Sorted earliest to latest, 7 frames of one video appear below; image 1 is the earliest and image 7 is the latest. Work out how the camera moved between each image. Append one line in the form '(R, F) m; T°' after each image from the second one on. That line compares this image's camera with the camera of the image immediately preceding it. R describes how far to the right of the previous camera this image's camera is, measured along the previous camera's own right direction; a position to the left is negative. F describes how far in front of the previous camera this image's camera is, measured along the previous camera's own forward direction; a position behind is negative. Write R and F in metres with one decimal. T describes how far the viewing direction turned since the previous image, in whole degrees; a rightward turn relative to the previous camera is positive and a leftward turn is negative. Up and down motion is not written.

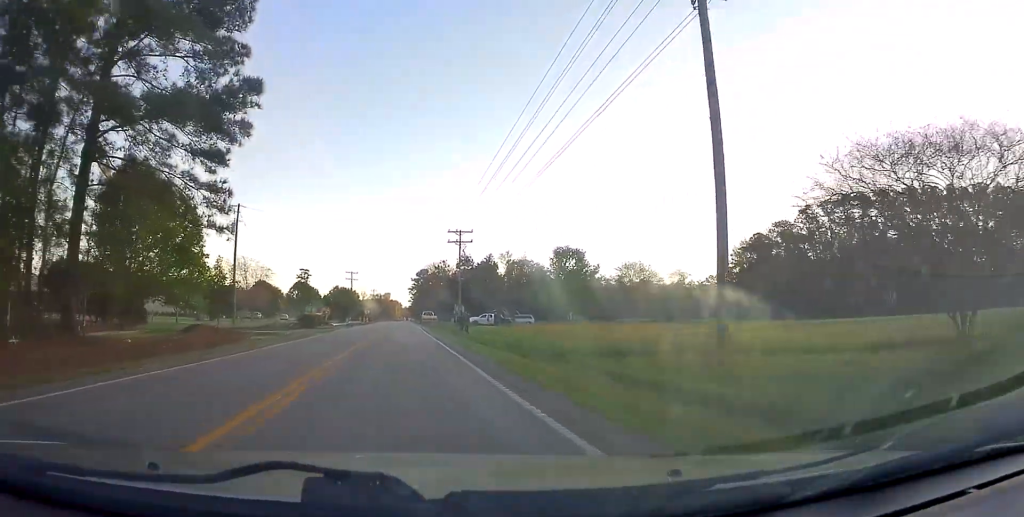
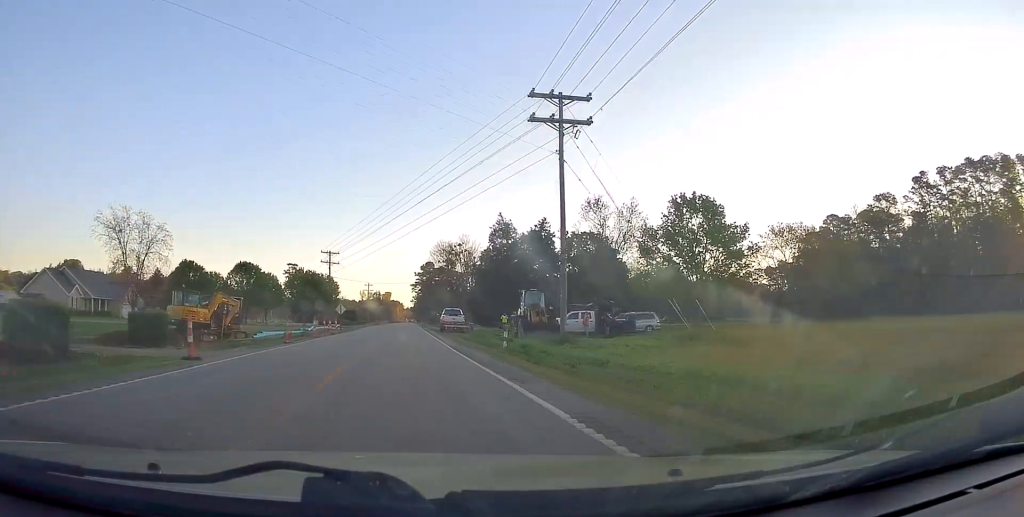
(-1.6, +44.0) m; -1°
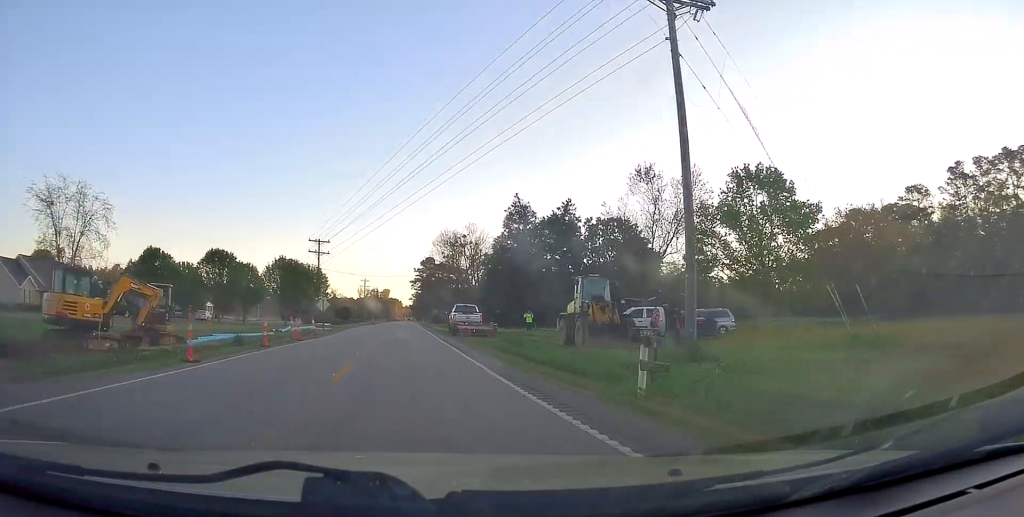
(+0.2, +11.5) m; +1°
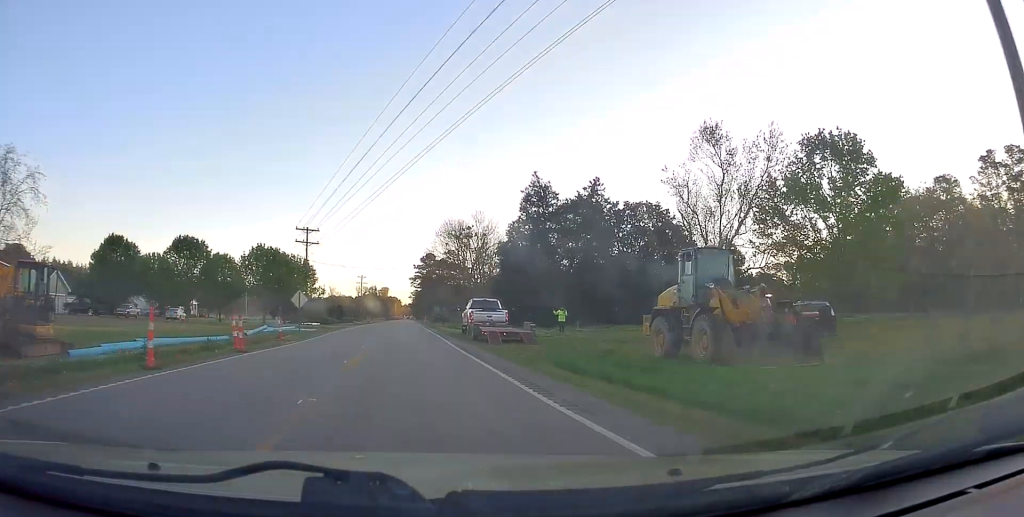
(+0.2, +9.7) m; 0°
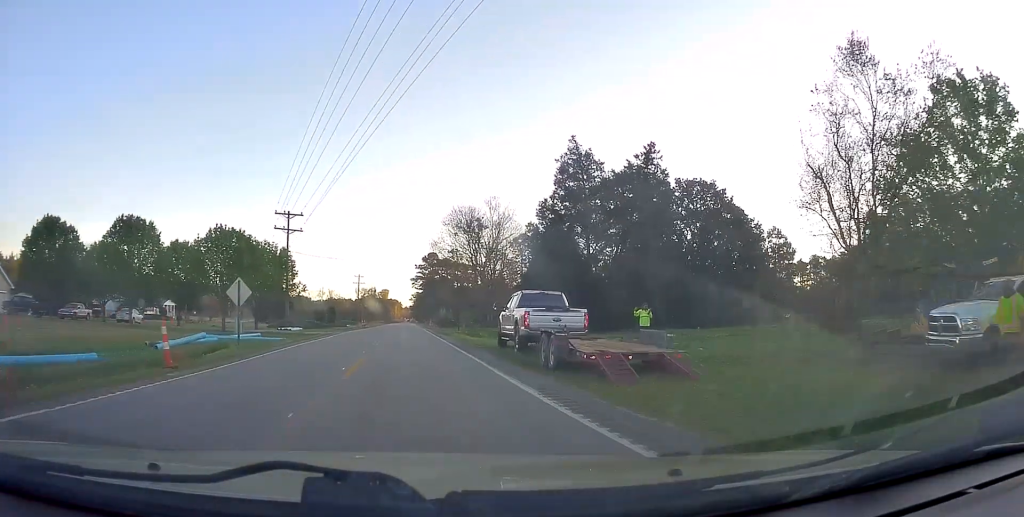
(0.0, +12.7) m; 0°
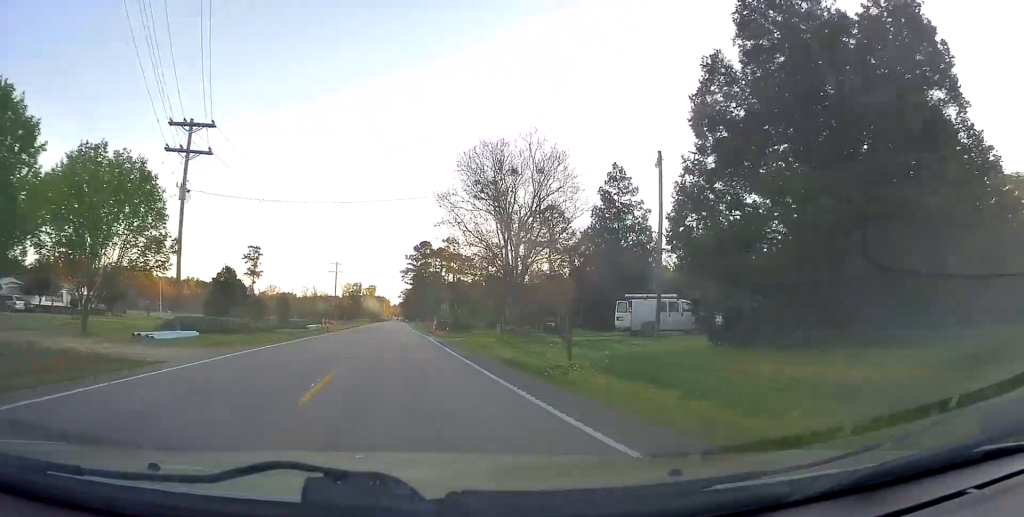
(-0.1, +27.4) m; 0°
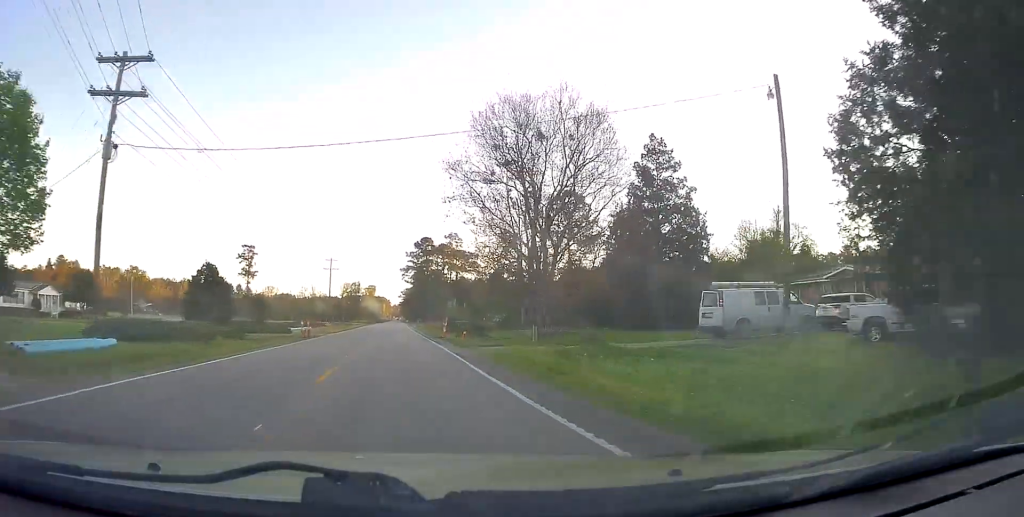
(0.0, +9.6) m; 0°
